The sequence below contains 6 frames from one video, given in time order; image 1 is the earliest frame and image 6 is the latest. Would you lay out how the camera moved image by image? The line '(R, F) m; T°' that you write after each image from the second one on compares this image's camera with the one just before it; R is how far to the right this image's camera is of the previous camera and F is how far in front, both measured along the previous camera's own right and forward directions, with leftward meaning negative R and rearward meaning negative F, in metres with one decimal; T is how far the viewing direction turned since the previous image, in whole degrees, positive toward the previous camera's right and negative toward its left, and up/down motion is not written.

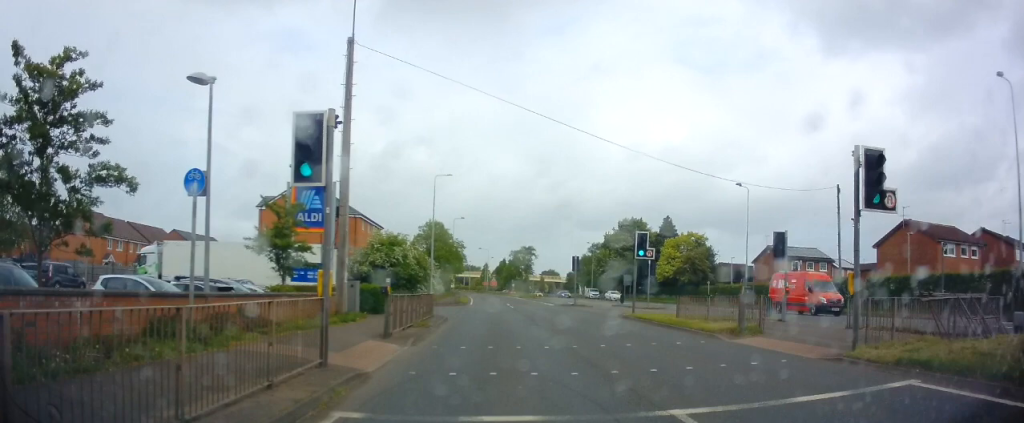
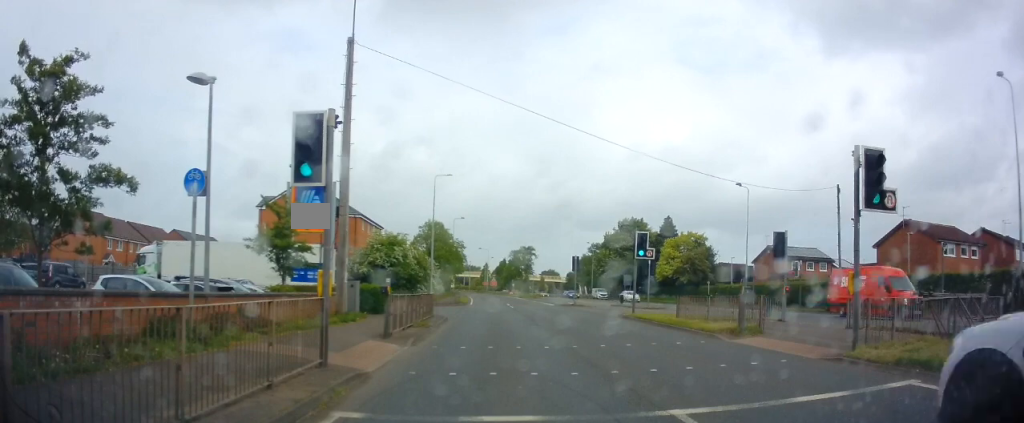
(0.0, 0.0) m; 0°
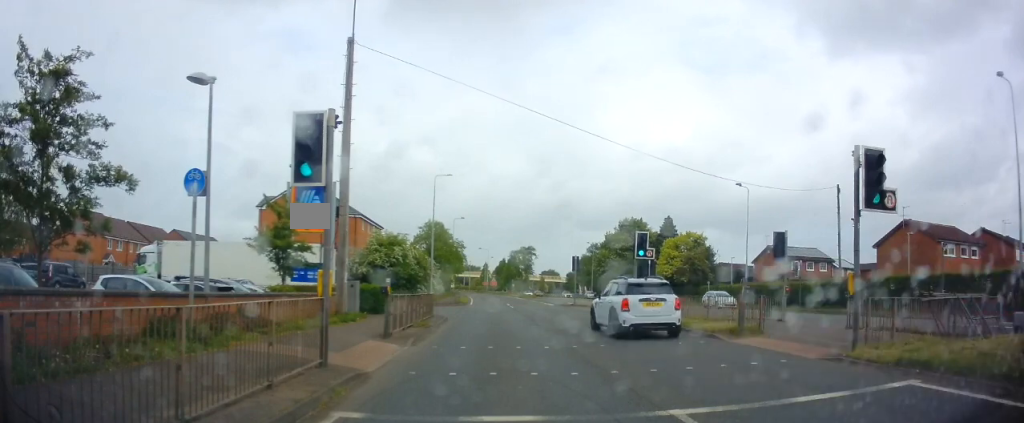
(0.0, 0.0) m; 0°
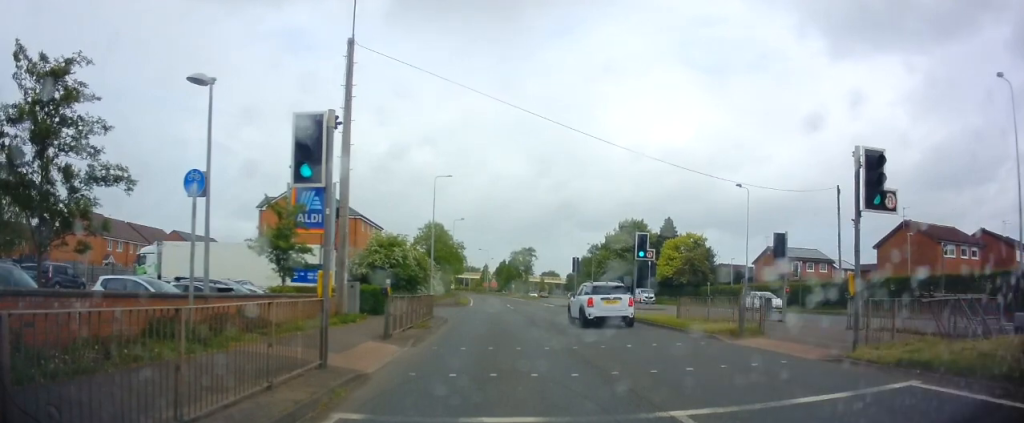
(0.0, +0.2) m; 0°
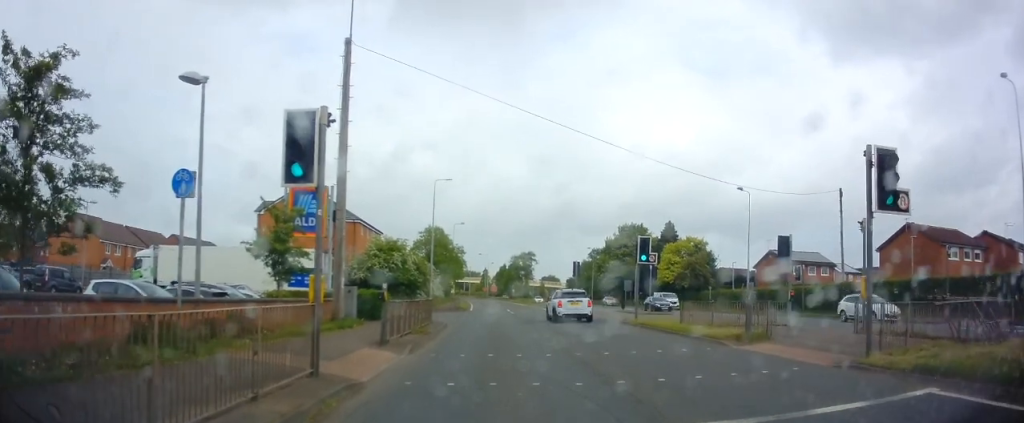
(0.0, +0.4) m; 0°
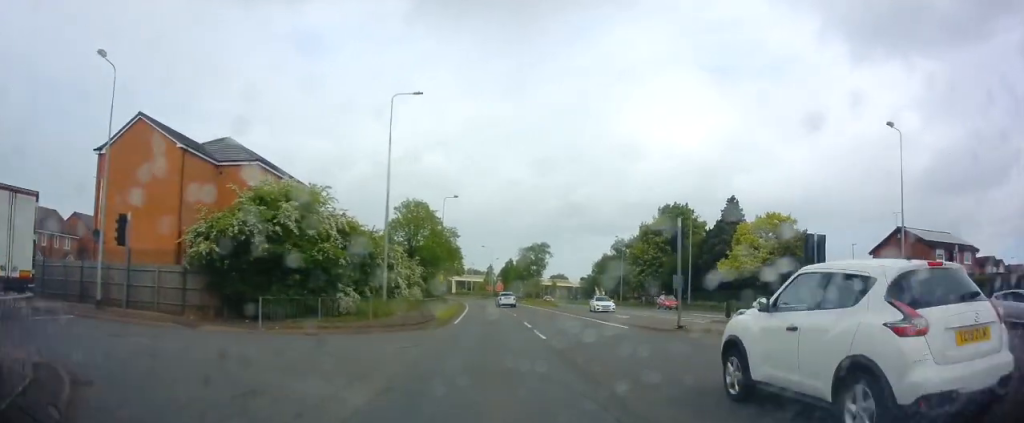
(0.0, +22.7) m; +1°
